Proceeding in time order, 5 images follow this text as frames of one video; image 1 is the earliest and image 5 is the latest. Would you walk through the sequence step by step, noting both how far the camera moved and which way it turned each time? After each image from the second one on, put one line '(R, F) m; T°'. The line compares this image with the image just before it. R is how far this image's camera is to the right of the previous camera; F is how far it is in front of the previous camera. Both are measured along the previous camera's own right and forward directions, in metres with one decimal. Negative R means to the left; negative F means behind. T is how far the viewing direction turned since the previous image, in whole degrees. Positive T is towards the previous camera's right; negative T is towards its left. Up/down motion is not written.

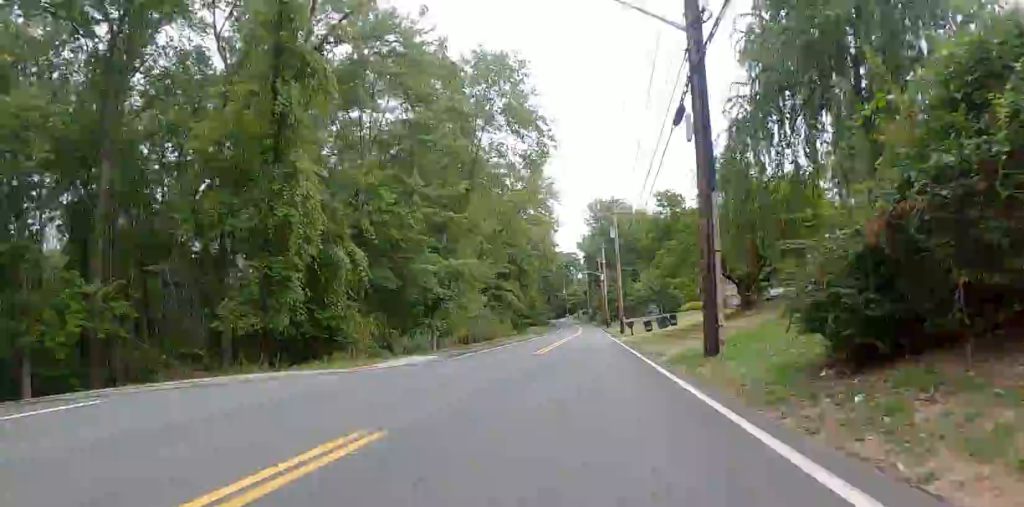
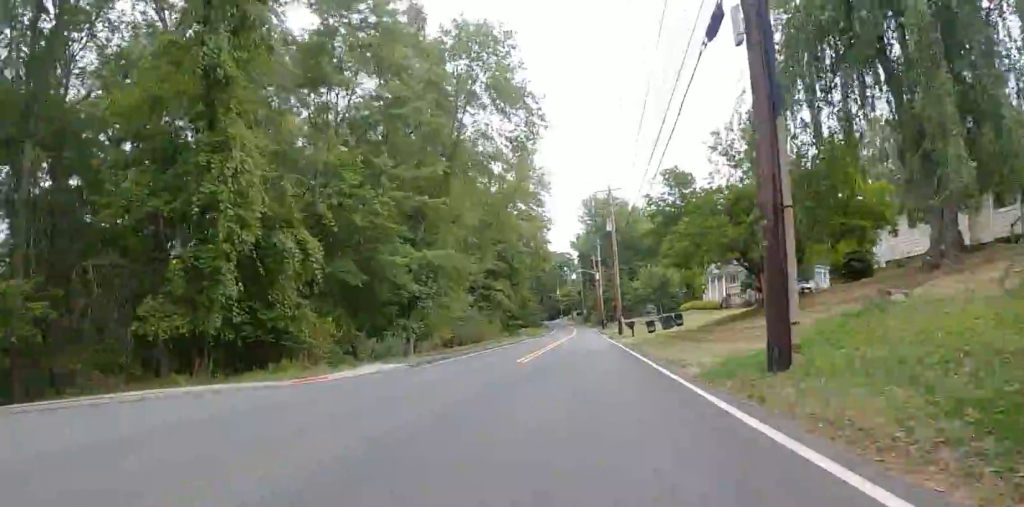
(0.0, +4.4) m; -1°
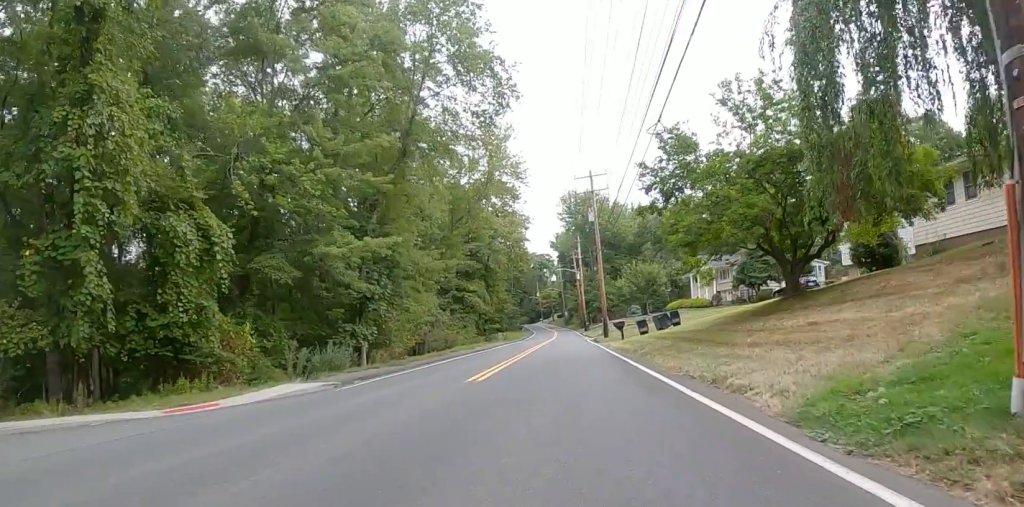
(-0.1, +5.0) m; 0°
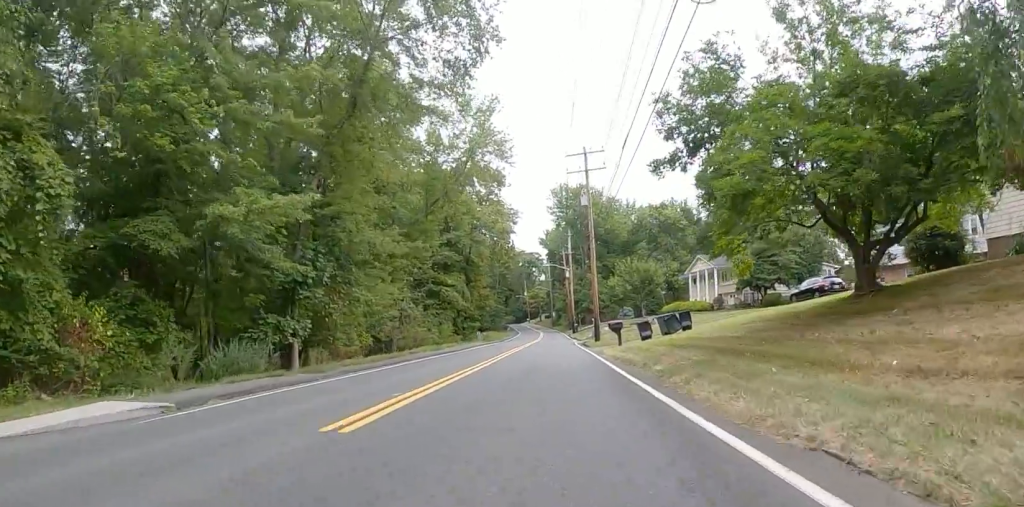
(0.0, +6.1) m; 0°
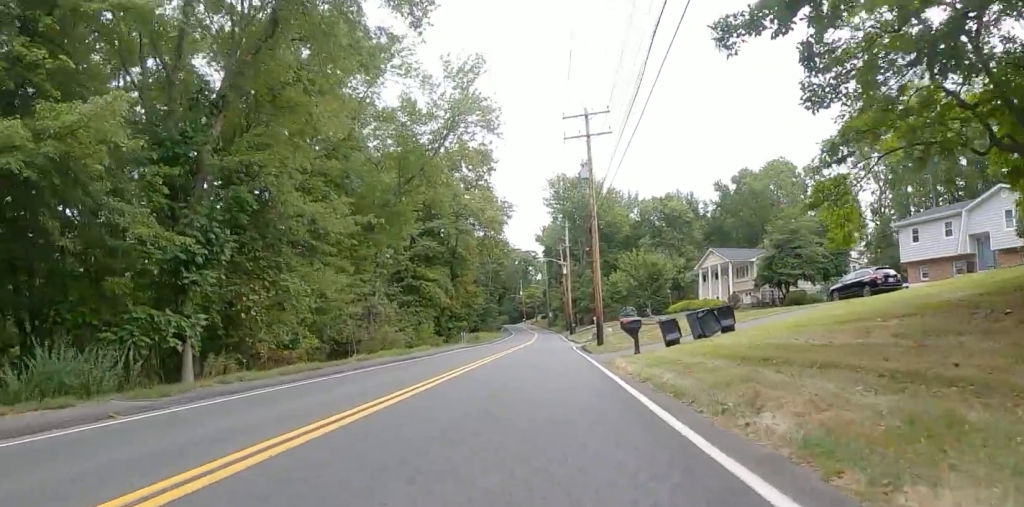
(0.0, +7.0) m; 0°
